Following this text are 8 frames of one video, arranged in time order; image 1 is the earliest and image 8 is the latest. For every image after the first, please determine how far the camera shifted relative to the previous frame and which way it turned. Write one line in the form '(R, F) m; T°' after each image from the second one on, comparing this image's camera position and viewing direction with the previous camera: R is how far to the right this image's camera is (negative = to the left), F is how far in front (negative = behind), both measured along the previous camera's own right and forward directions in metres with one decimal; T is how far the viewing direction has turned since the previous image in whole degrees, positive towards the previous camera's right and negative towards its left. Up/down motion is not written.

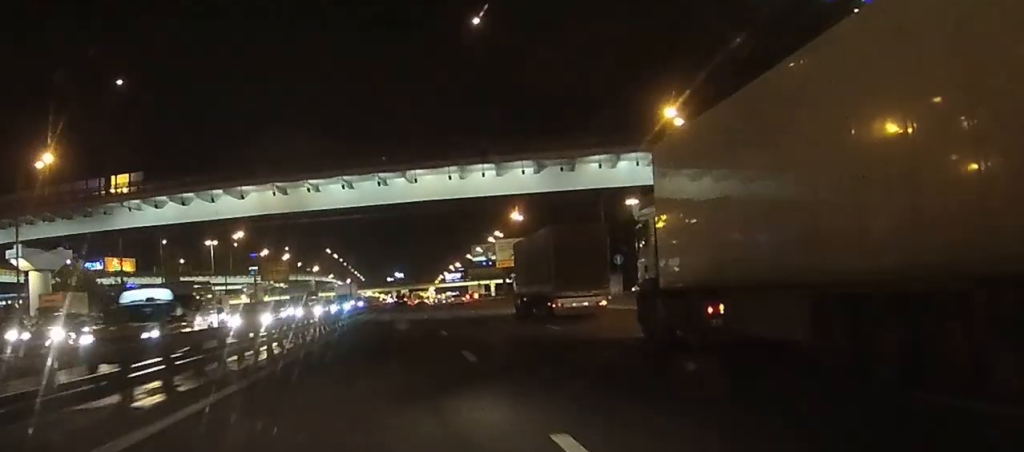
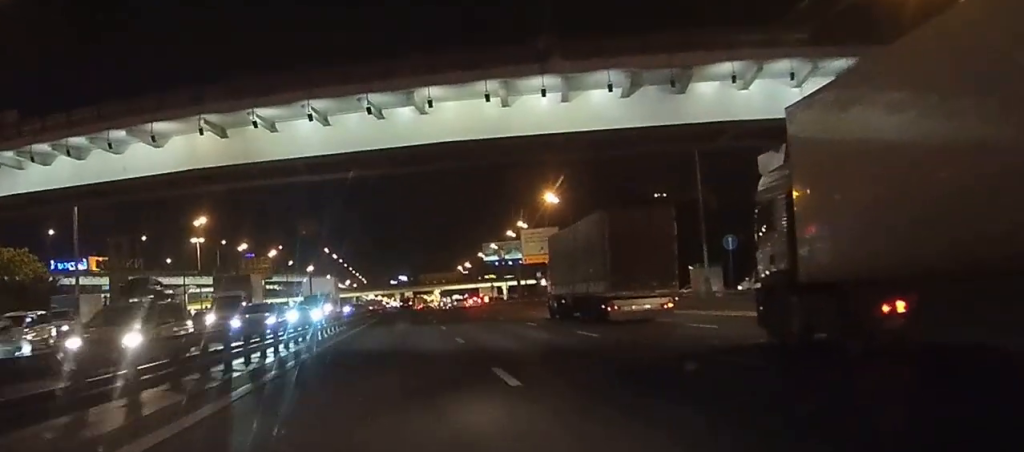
(-0.3, +28.2) m; -1°
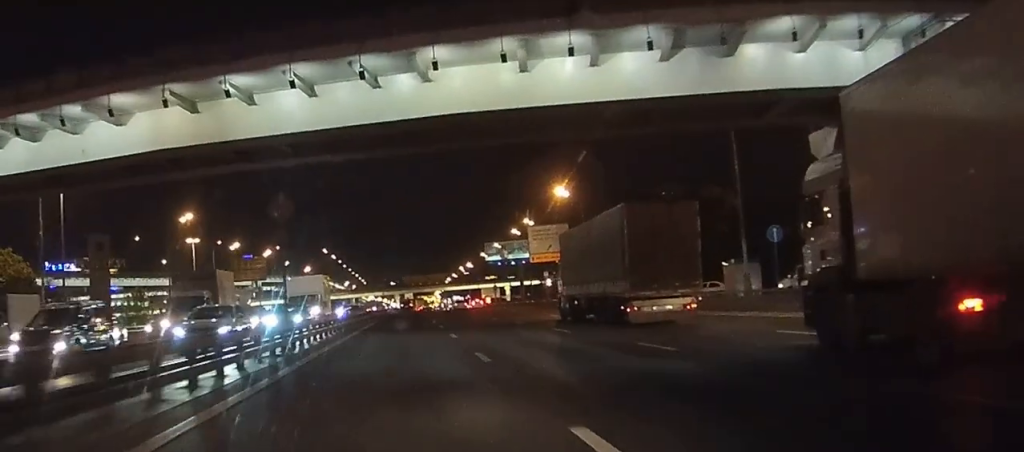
(0.0, +7.0) m; 0°
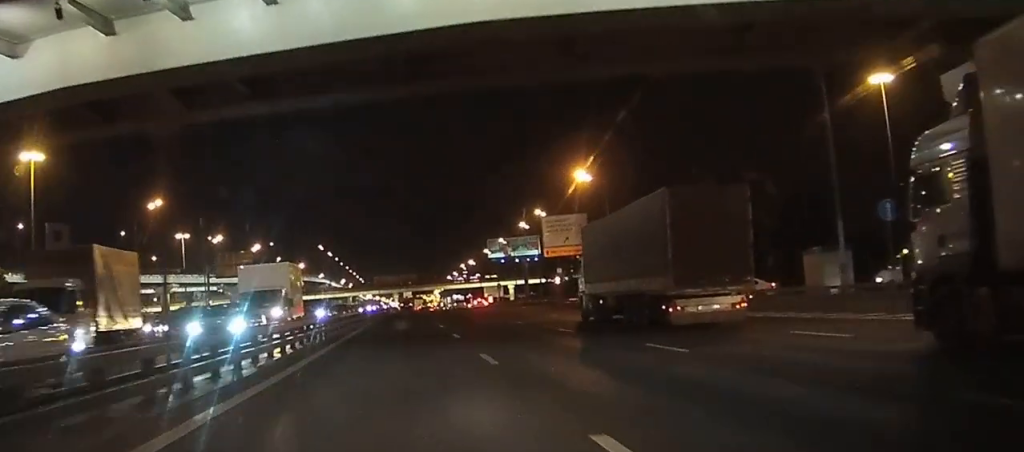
(0.0, +12.4) m; +1°
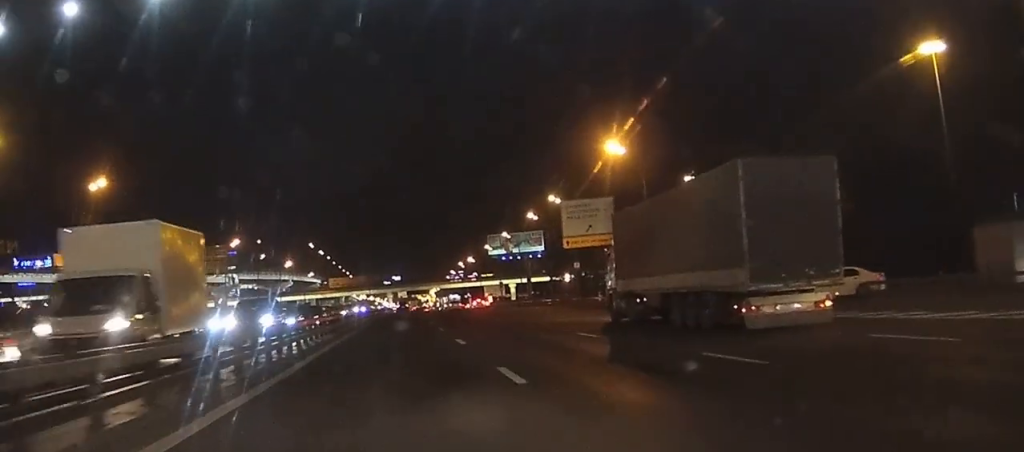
(+0.2, +15.6) m; +1°
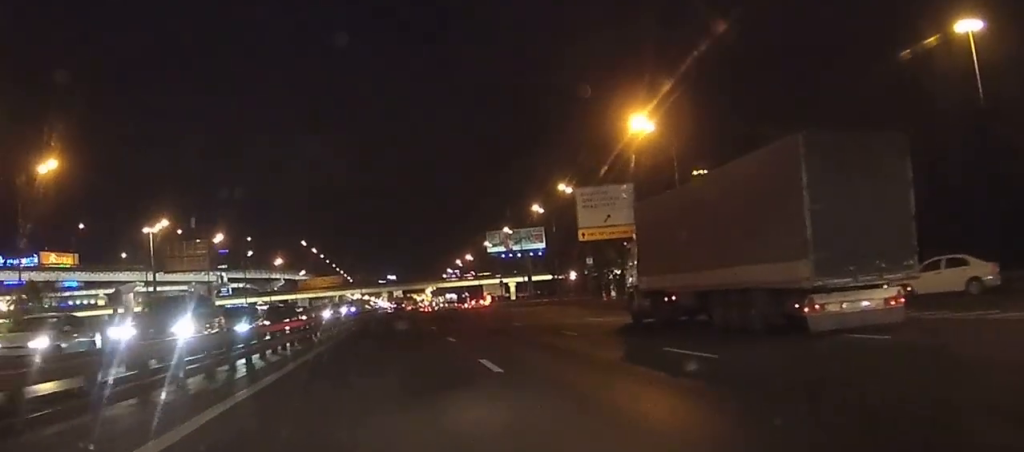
(0.0, +9.8) m; 0°
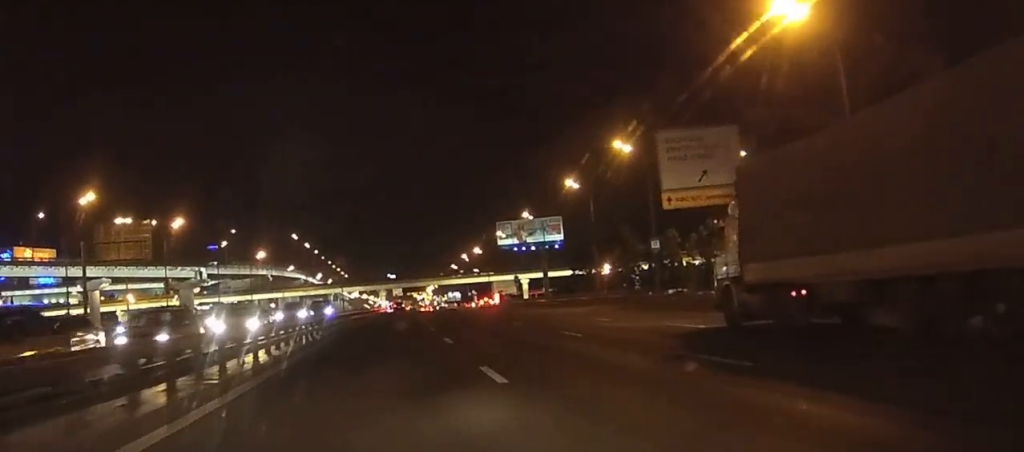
(+0.2, +25.5) m; +1°
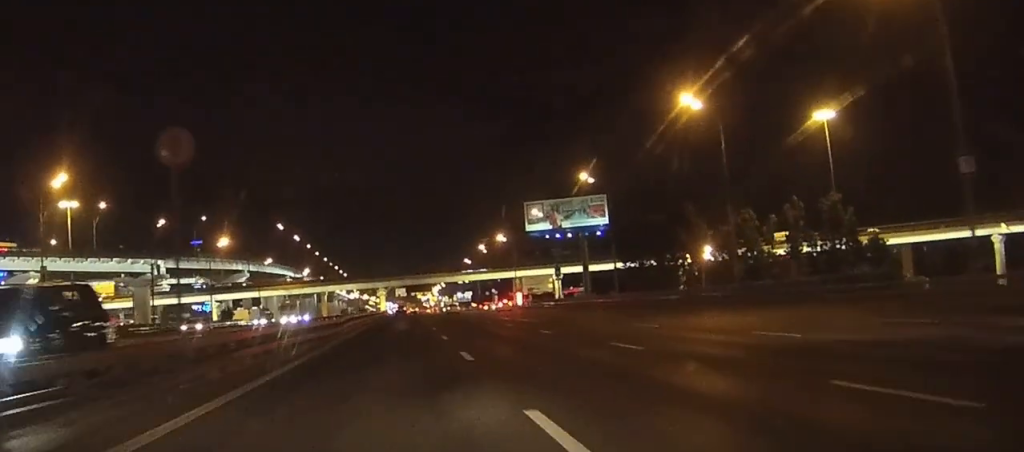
(+0.2, +42.3) m; 0°
